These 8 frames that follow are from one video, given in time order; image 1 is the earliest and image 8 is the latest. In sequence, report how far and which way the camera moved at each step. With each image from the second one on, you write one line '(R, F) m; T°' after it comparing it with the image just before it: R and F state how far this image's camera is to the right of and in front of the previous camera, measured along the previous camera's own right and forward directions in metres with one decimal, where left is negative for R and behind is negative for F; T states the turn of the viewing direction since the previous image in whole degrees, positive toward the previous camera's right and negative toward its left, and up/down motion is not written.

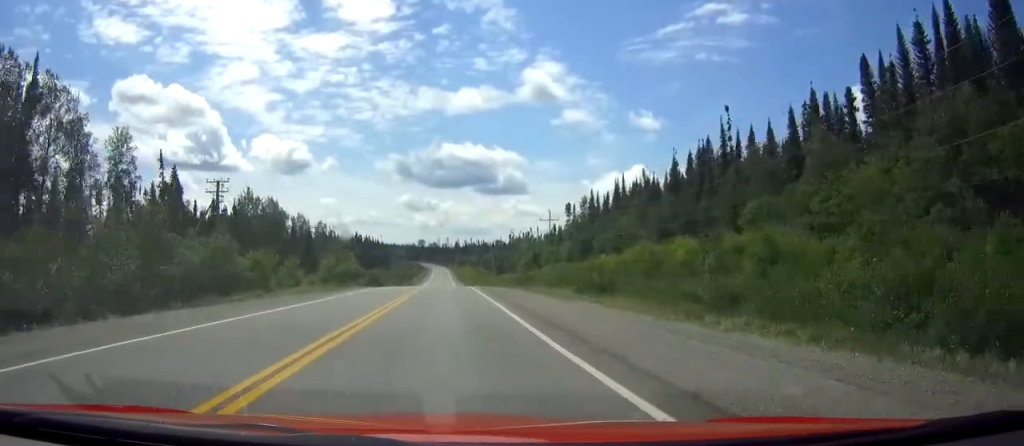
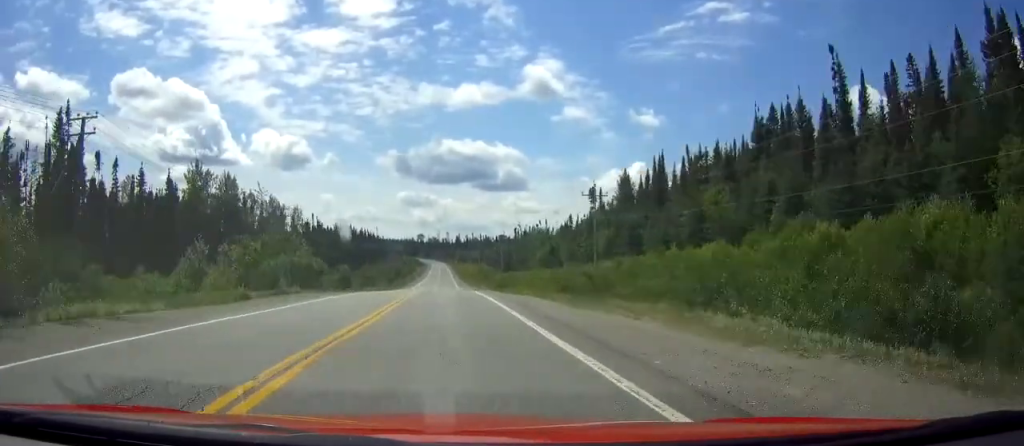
(0.0, +26.3) m; 0°
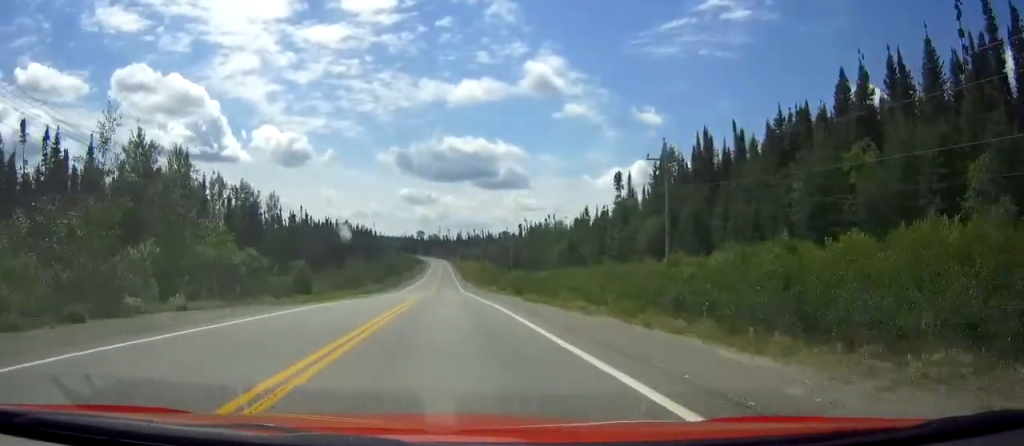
(0.0, +20.0) m; 0°
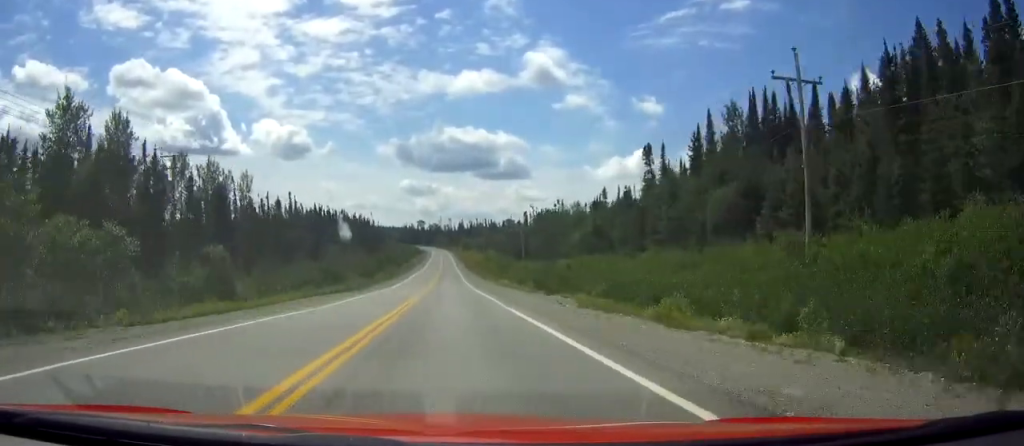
(0.0, +17.3) m; 0°
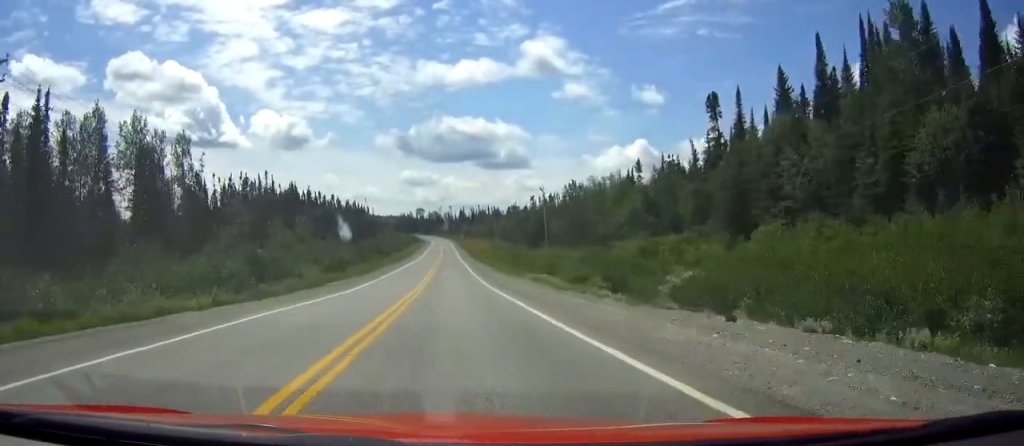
(-0.1, +26.0) m; 0°
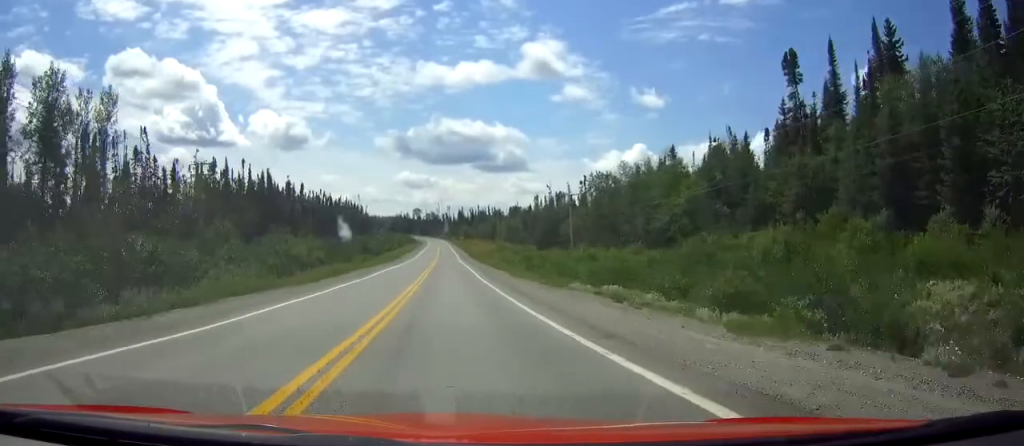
(0.0, +19.4) m; 0°
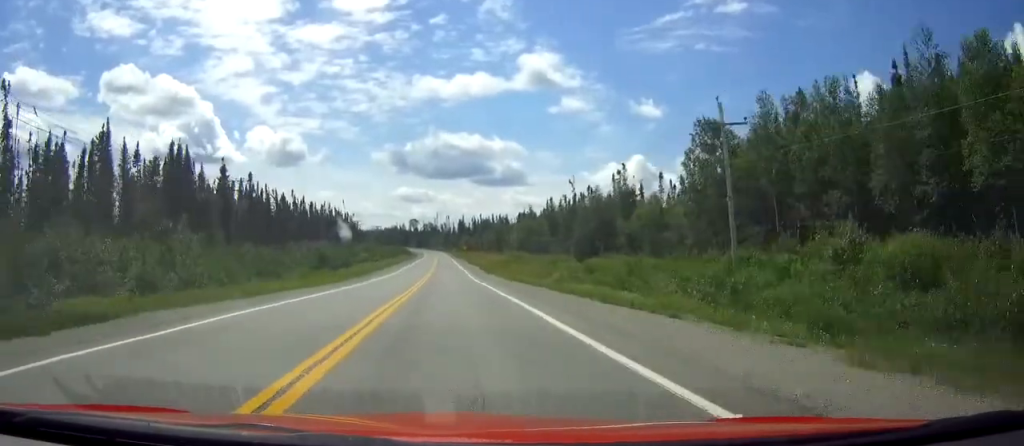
(-0.1, +40.8) m; 0°
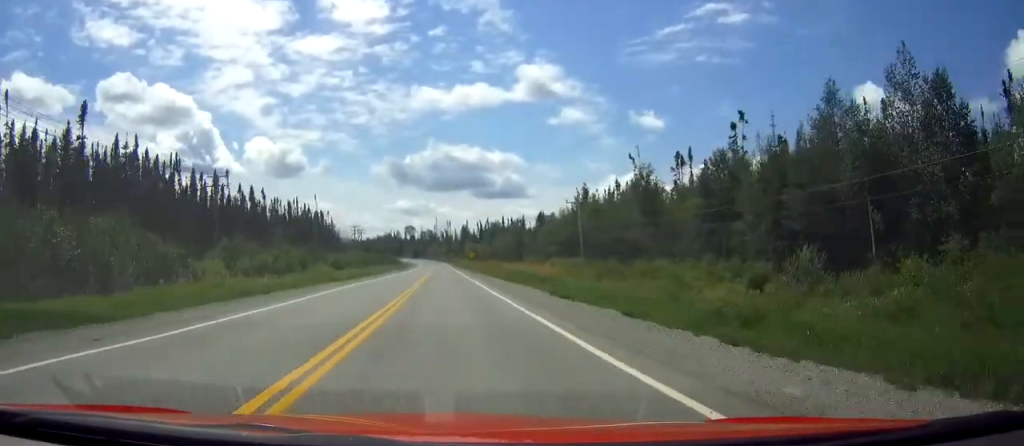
(+0.2, +57.8) m; 0°
